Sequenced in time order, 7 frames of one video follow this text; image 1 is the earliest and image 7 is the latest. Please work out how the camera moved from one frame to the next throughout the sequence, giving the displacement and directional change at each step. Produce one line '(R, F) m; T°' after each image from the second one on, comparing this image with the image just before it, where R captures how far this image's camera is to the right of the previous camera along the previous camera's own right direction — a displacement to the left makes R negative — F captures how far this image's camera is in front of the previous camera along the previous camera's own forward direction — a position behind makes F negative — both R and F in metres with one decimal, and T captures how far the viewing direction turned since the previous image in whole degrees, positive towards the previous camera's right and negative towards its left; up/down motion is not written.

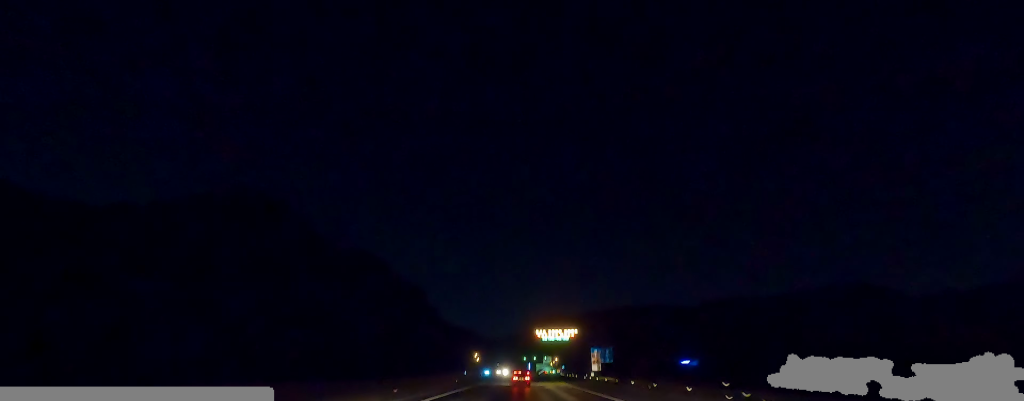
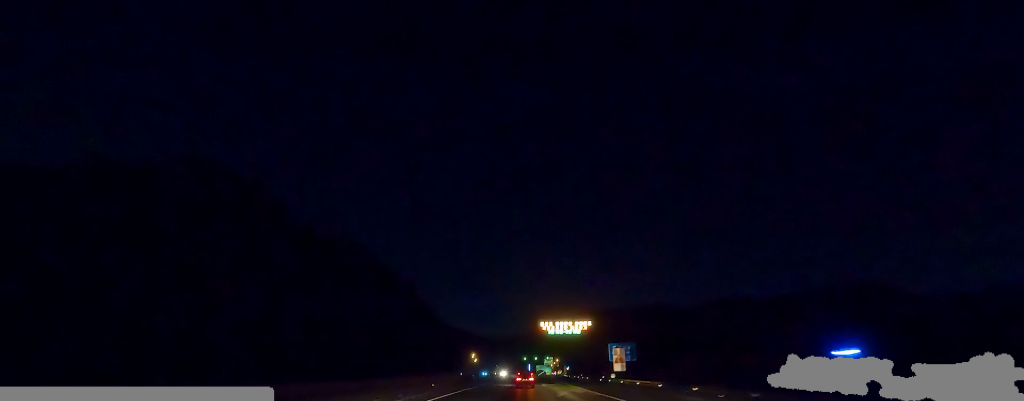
(-0.5, +16.2) m; 0°
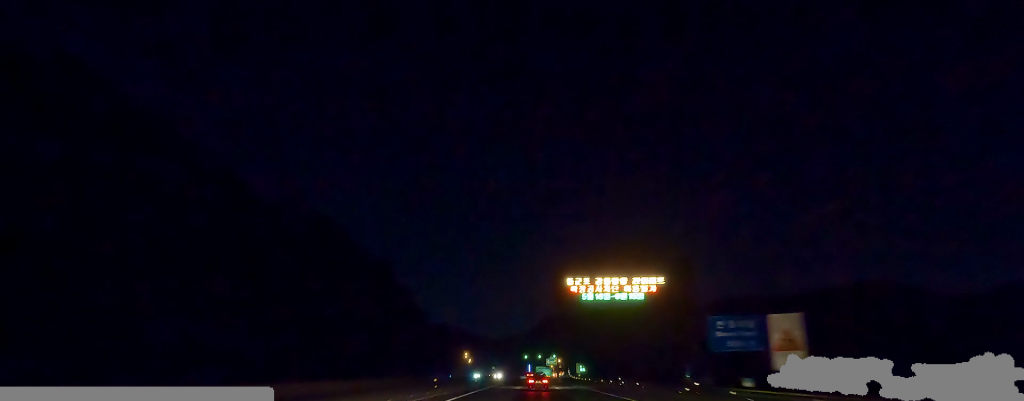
(+1.3, +35.4) m; +2°
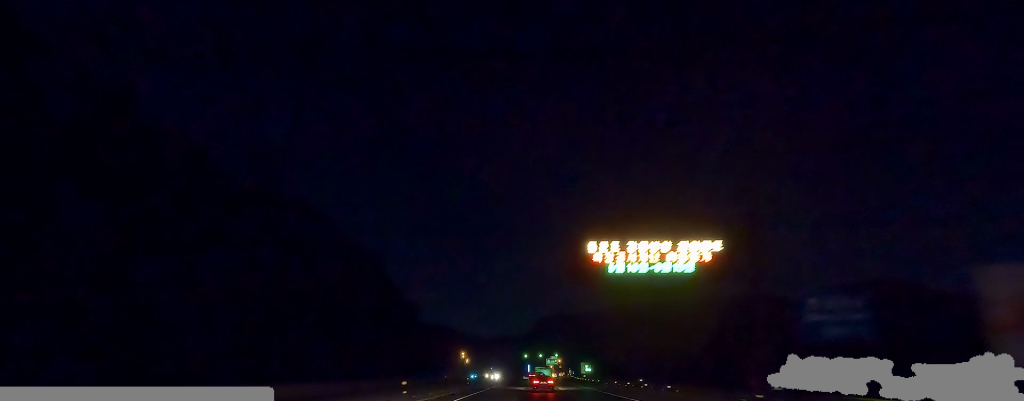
(0.0, +10.8) m; 0°
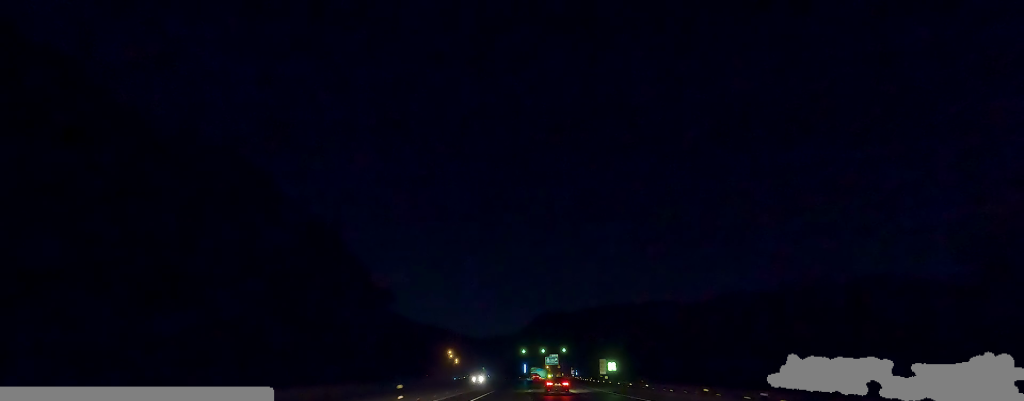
(-0.6, +31.8) m; -2°
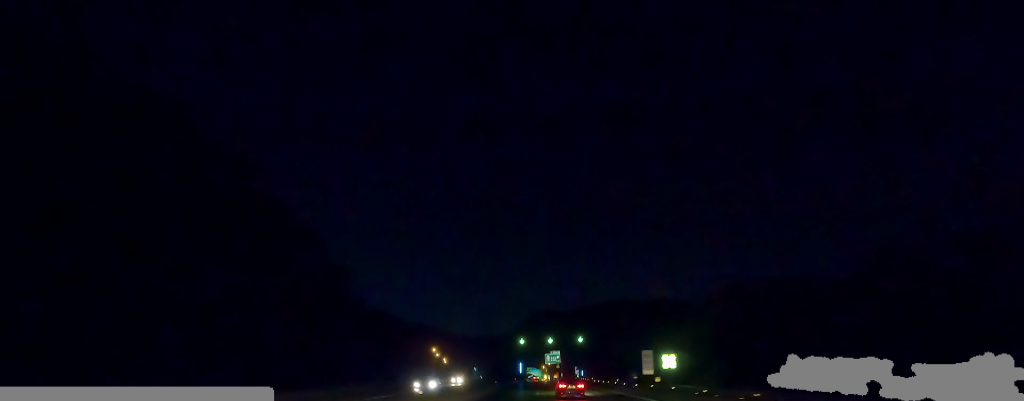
(+0.5, +30.7) m; +3°
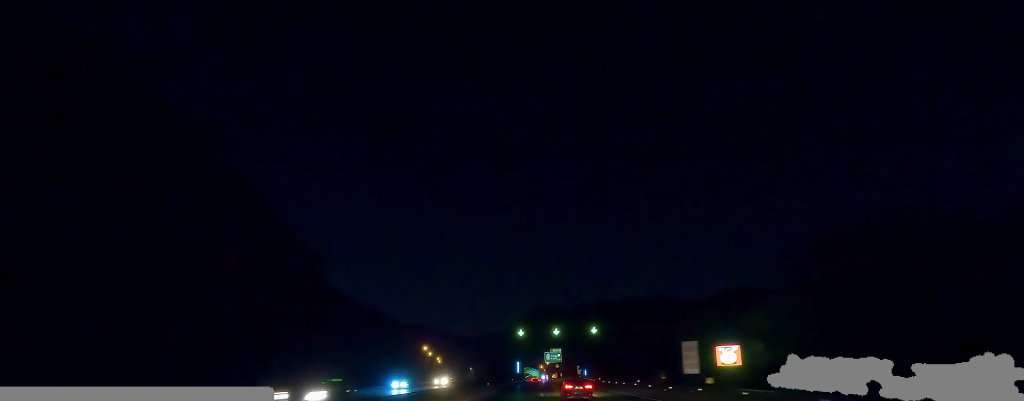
(+0.6, +13.8) m; +1°
